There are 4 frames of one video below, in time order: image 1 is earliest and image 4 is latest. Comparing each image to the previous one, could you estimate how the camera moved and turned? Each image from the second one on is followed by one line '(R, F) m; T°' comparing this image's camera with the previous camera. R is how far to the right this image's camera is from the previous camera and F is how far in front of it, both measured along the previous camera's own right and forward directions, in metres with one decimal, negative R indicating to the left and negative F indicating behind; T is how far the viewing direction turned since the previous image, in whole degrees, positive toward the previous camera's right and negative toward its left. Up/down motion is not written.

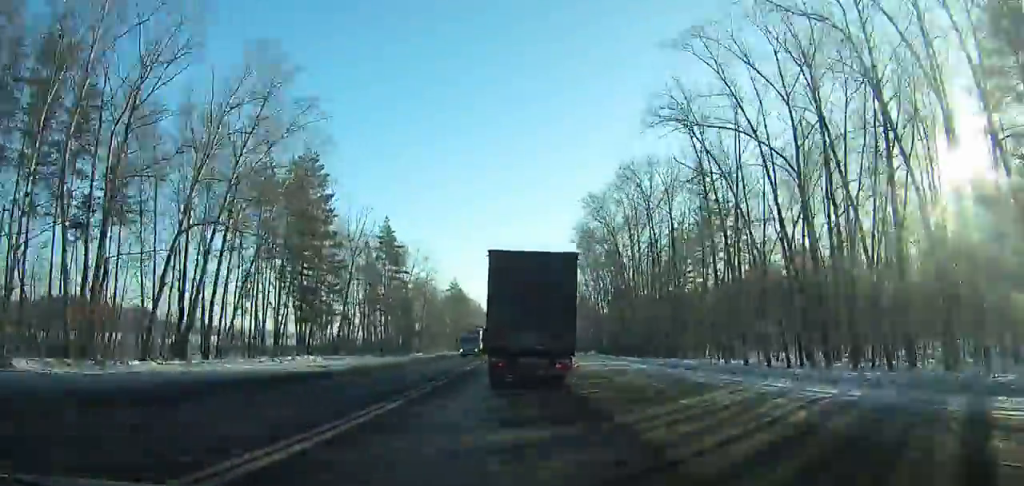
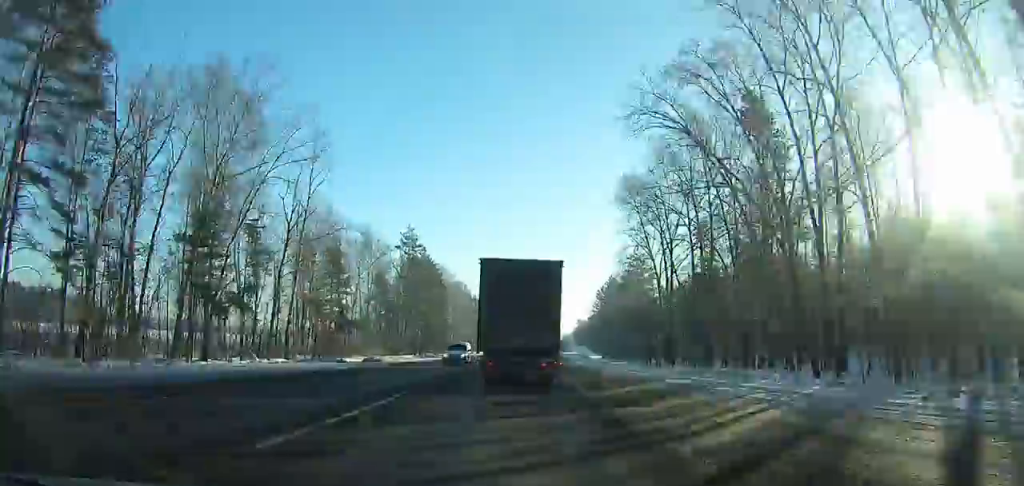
(0.0, +78.4) m; +1°
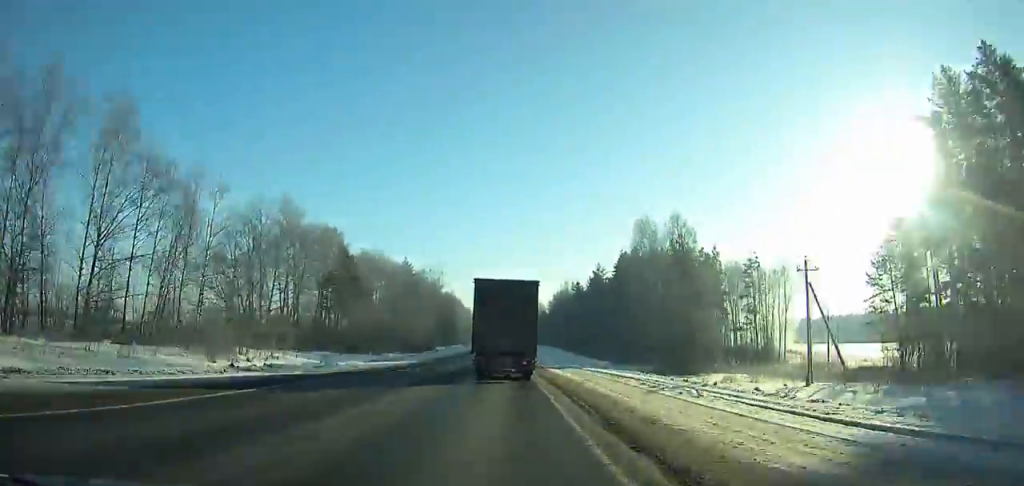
(+11.3, +180.3) m; +5°
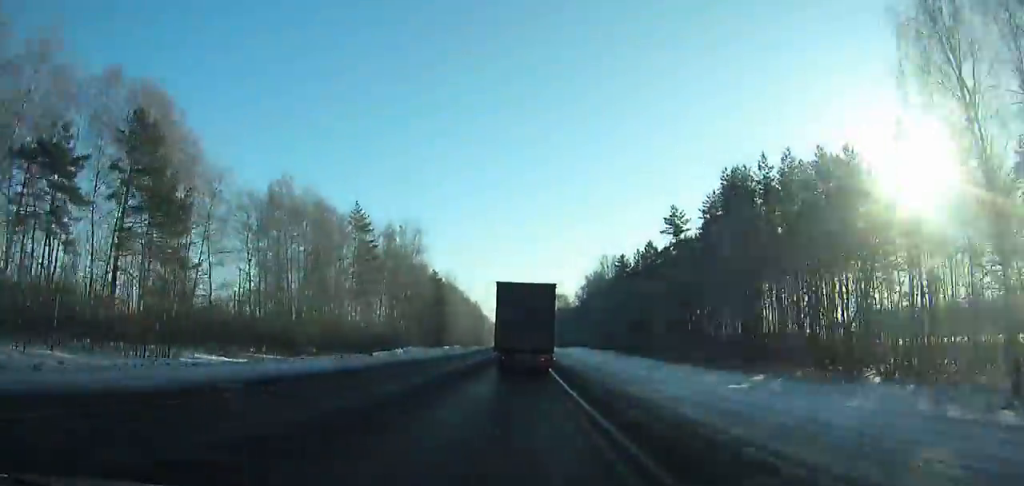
(-0.5, +60.0) m; -1°
